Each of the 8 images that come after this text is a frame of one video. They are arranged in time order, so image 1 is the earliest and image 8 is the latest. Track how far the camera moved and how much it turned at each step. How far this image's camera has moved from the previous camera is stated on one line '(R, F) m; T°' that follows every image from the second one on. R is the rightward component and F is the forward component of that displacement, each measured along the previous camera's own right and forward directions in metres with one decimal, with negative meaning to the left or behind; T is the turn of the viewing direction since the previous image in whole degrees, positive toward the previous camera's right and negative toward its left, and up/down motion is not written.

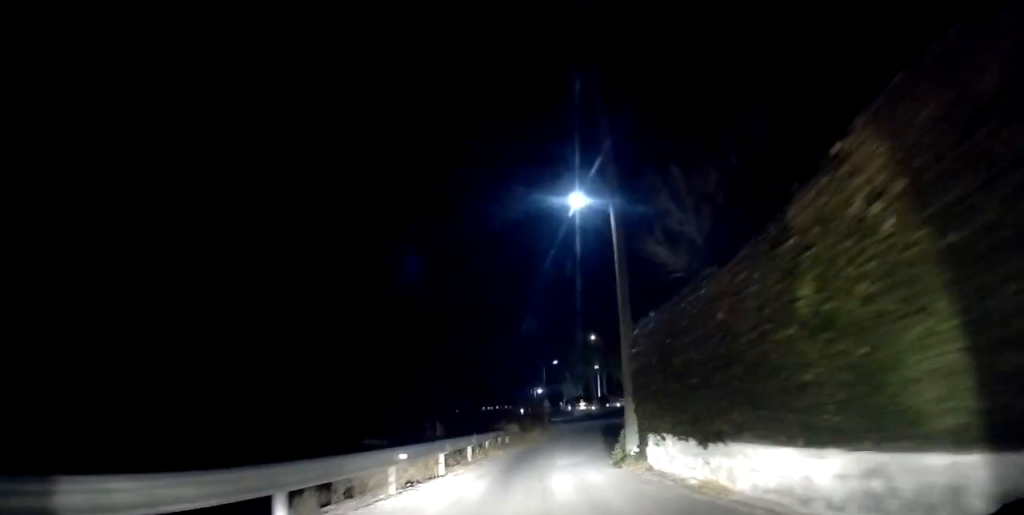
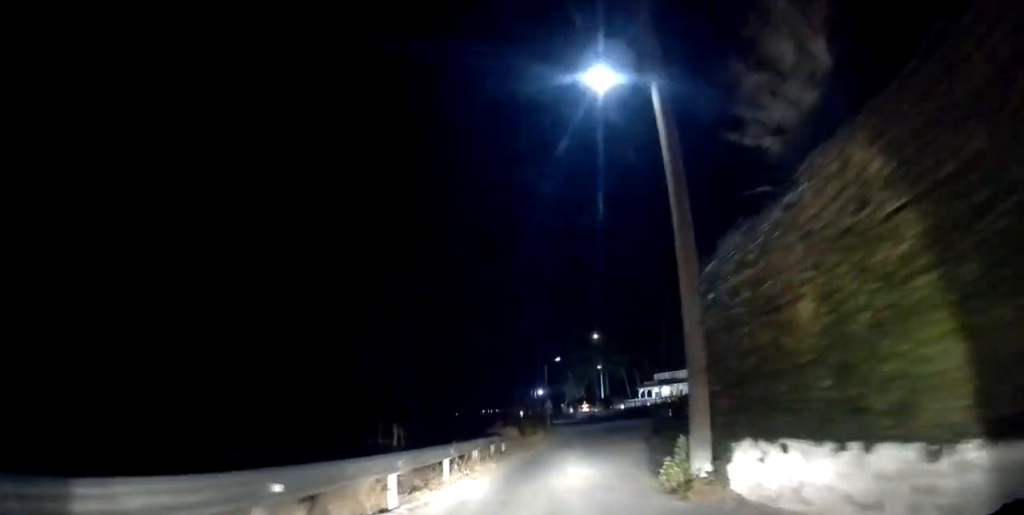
(-0.2, +5.0) m; 0°
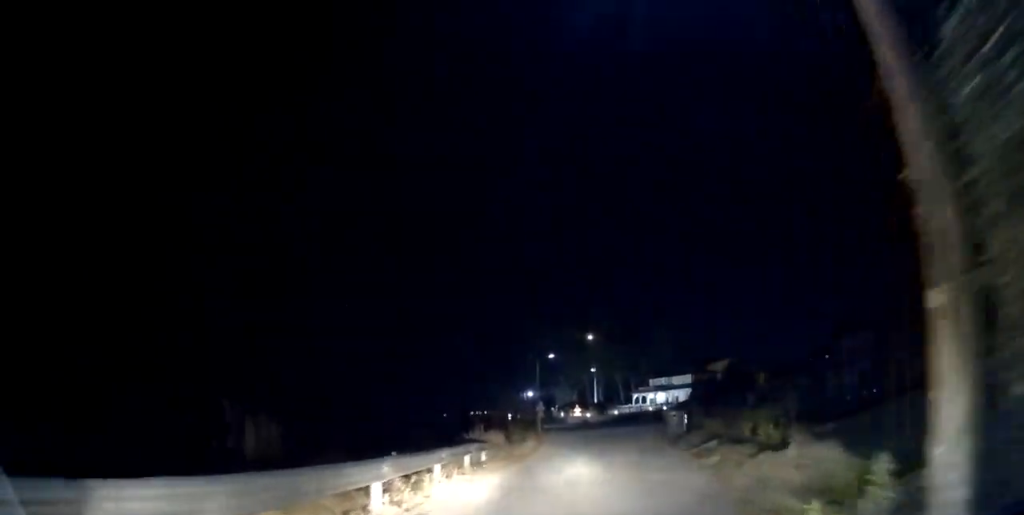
(-0.2, +5.0) m; 0°
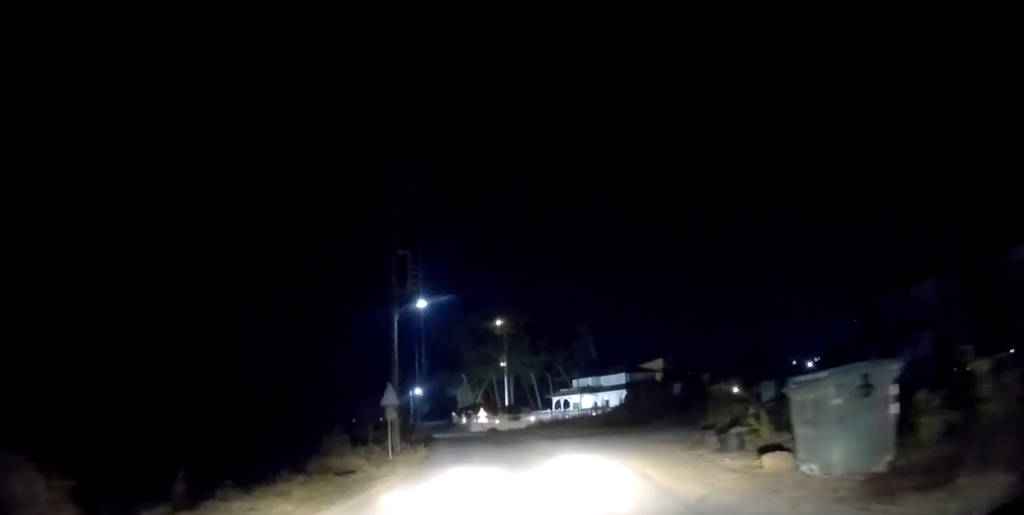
(+1.1, +20.3) m; +7°
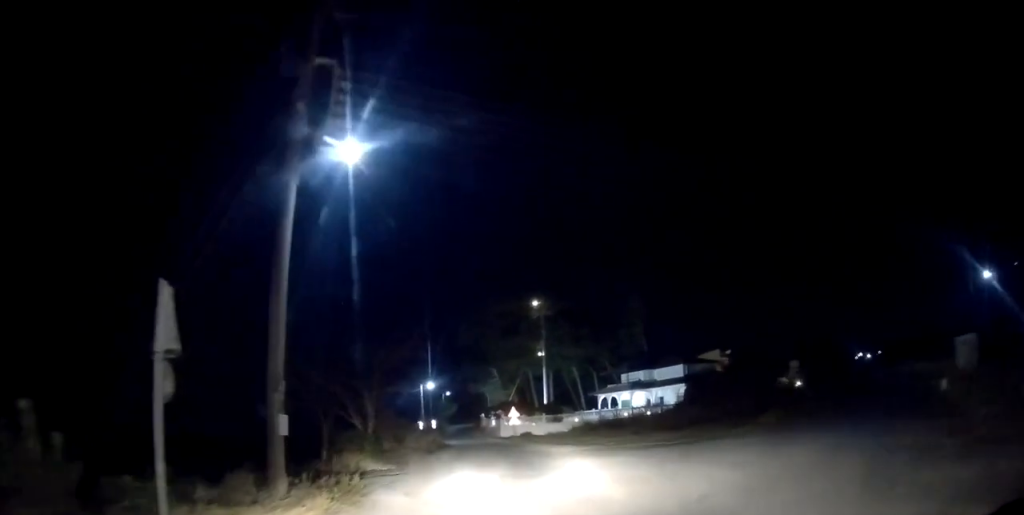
(+0.8, +13.6) m; +1°
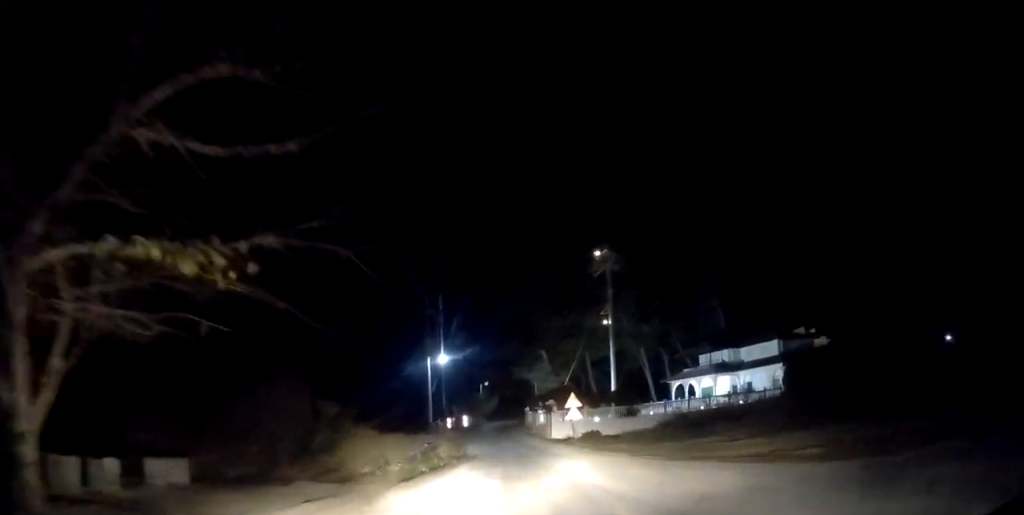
(-1.3, +17.0) m; -6°
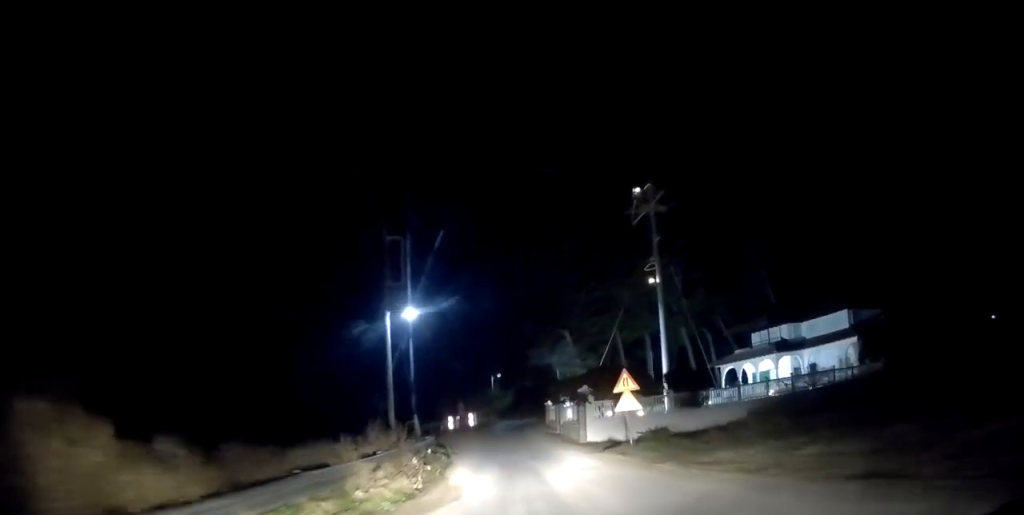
(-0.1, +11.6) m; -1°
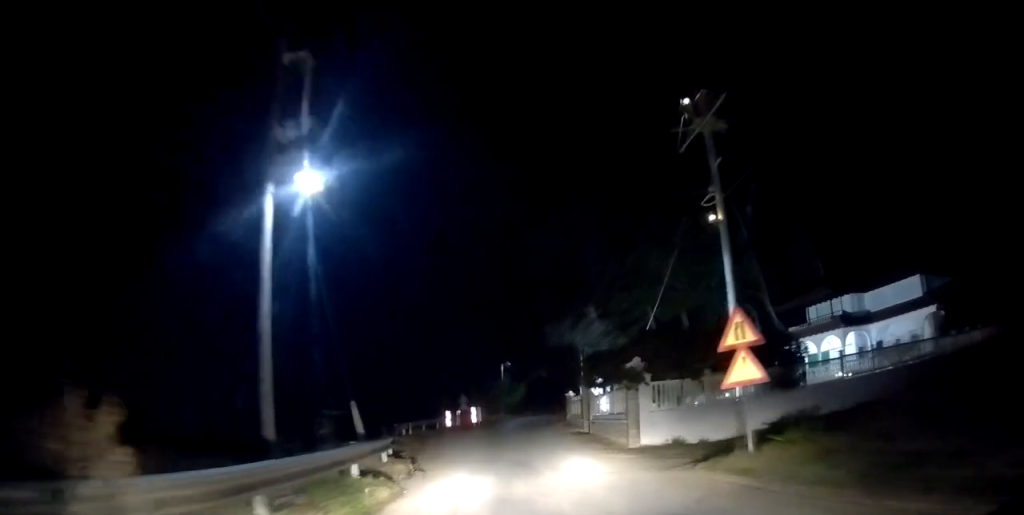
(0.0, +9.4) m; -1°
